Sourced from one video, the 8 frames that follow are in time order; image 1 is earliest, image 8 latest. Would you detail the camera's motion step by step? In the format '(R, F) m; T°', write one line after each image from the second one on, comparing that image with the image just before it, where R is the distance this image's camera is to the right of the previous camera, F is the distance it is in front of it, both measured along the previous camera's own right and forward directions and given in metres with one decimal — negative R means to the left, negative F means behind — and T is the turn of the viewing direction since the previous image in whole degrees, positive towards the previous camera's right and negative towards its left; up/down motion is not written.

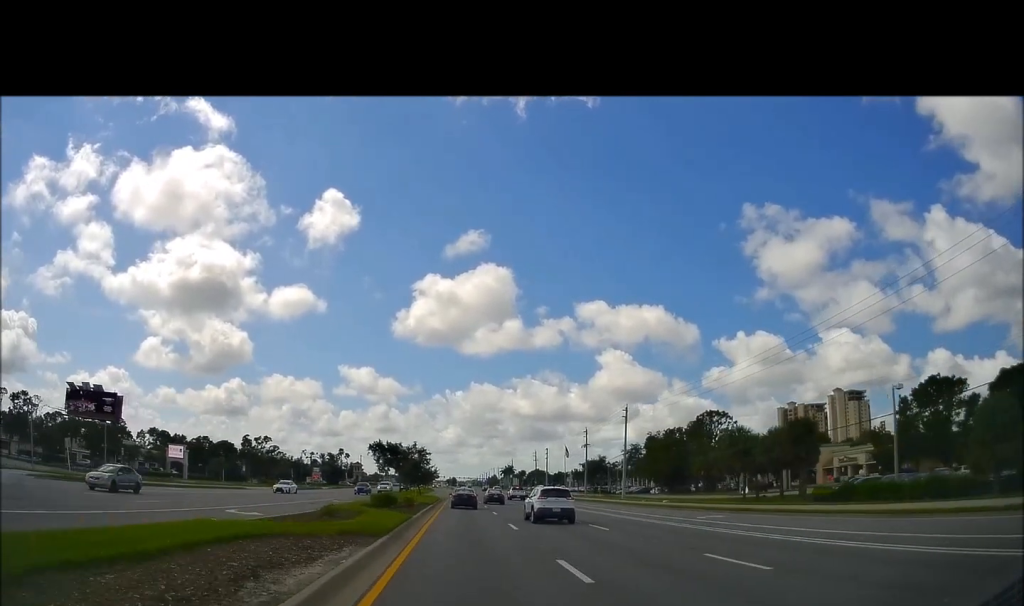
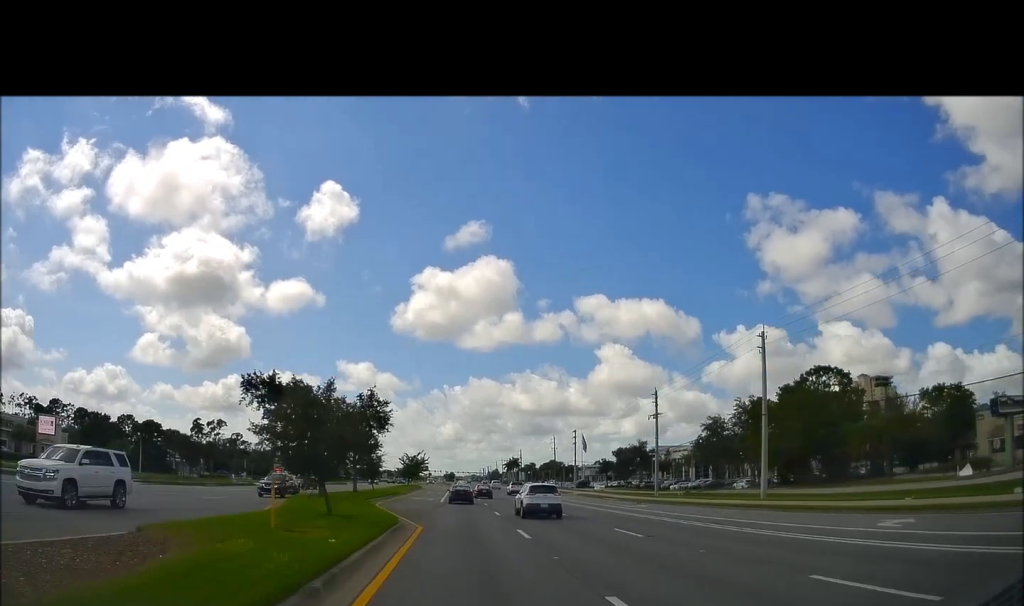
(-0.2, +42.5) m; 0°
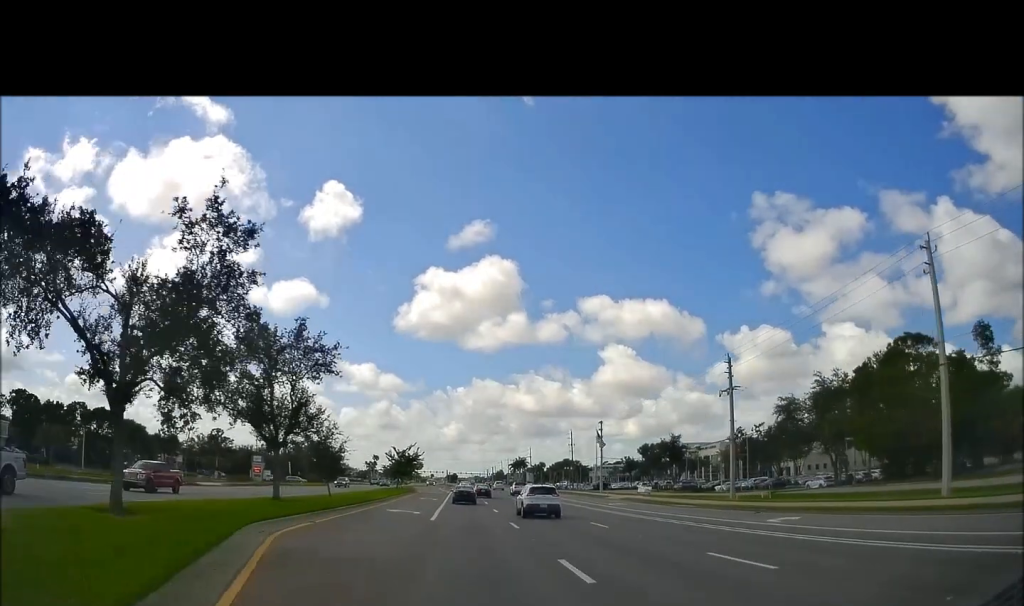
(-0.3, +20.8) m; 0°
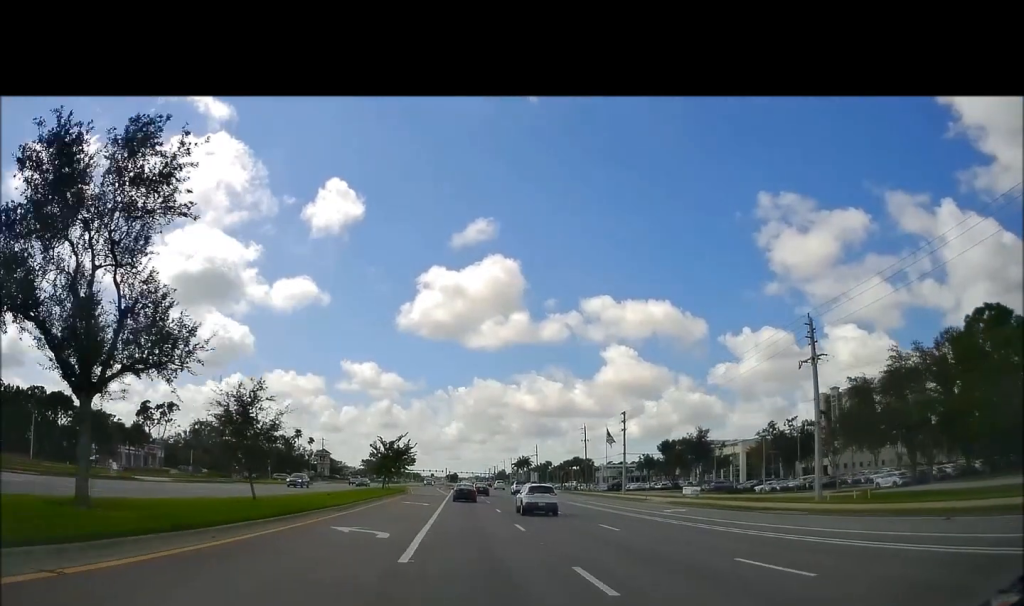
(+0.1, +14.0) m; 0°
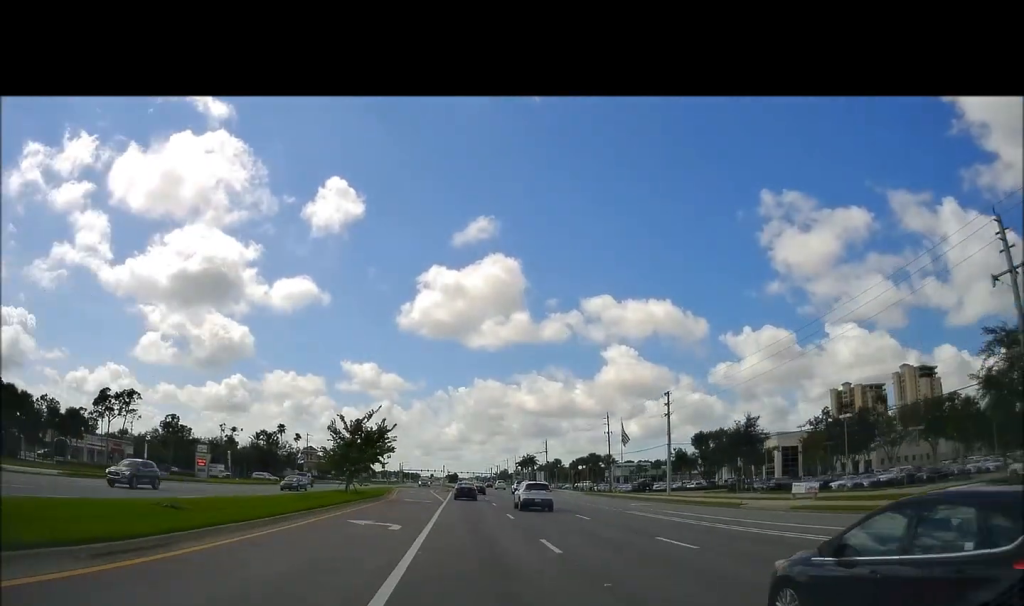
(+0.1, +19.3) m; 0°
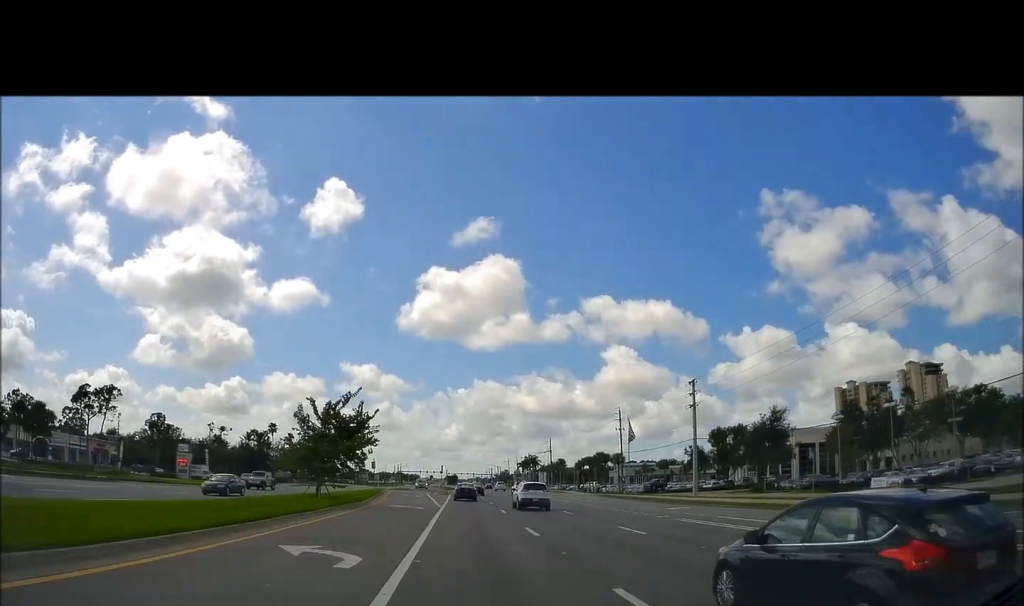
(-0.2, +8.2) m; 0°
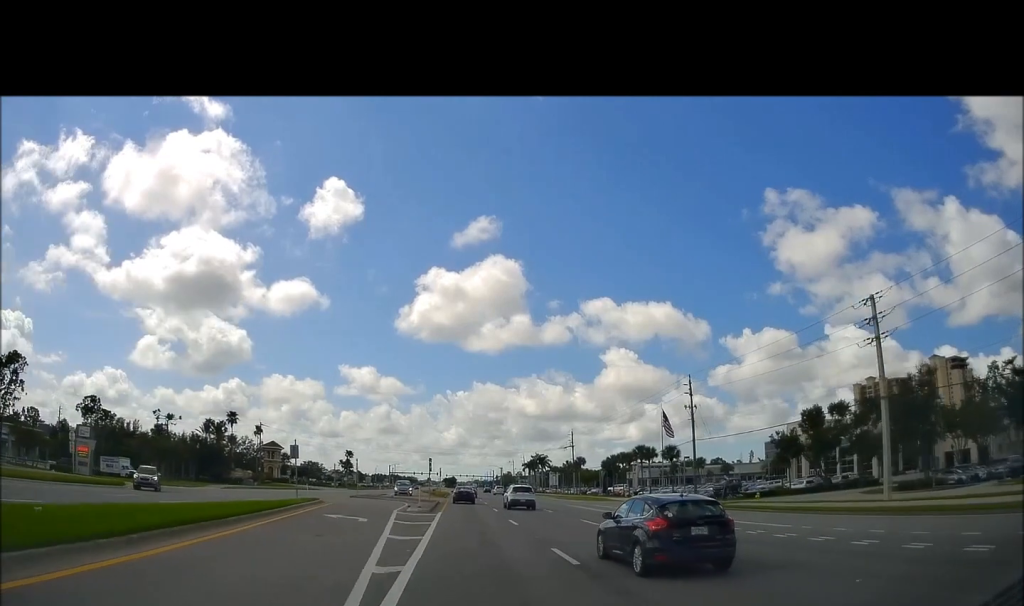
(+0.2, +31.2) m; 0°
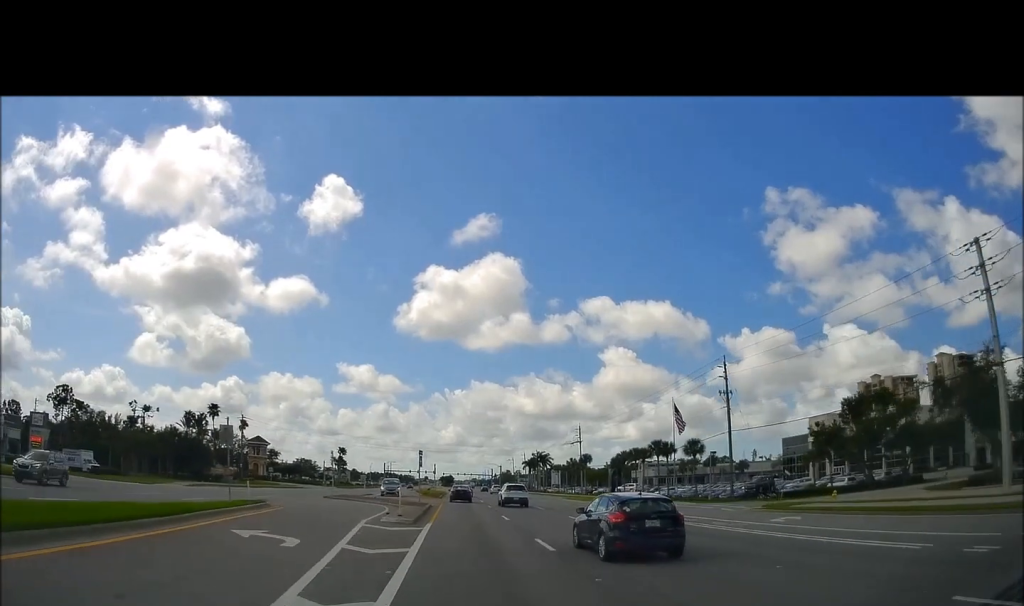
(-0.3, +10.1) m; +1°
